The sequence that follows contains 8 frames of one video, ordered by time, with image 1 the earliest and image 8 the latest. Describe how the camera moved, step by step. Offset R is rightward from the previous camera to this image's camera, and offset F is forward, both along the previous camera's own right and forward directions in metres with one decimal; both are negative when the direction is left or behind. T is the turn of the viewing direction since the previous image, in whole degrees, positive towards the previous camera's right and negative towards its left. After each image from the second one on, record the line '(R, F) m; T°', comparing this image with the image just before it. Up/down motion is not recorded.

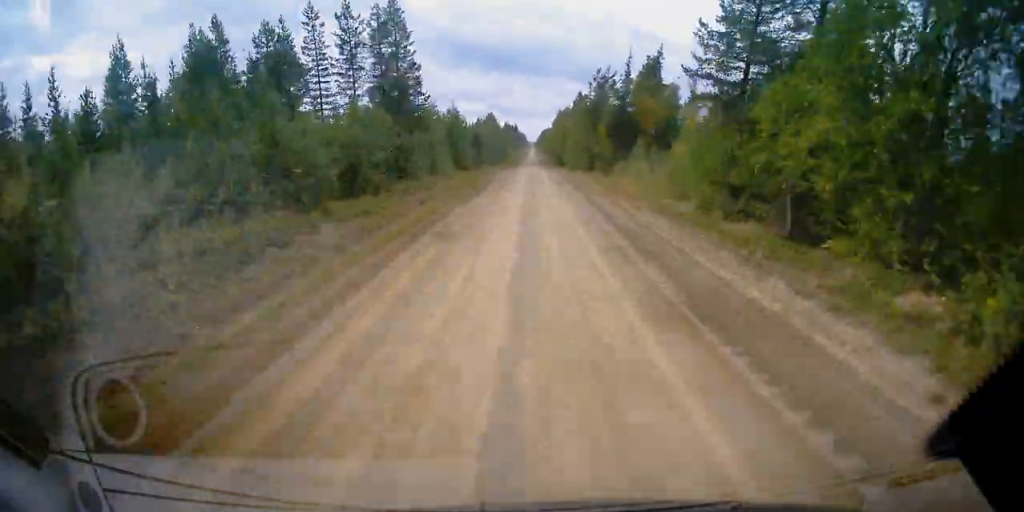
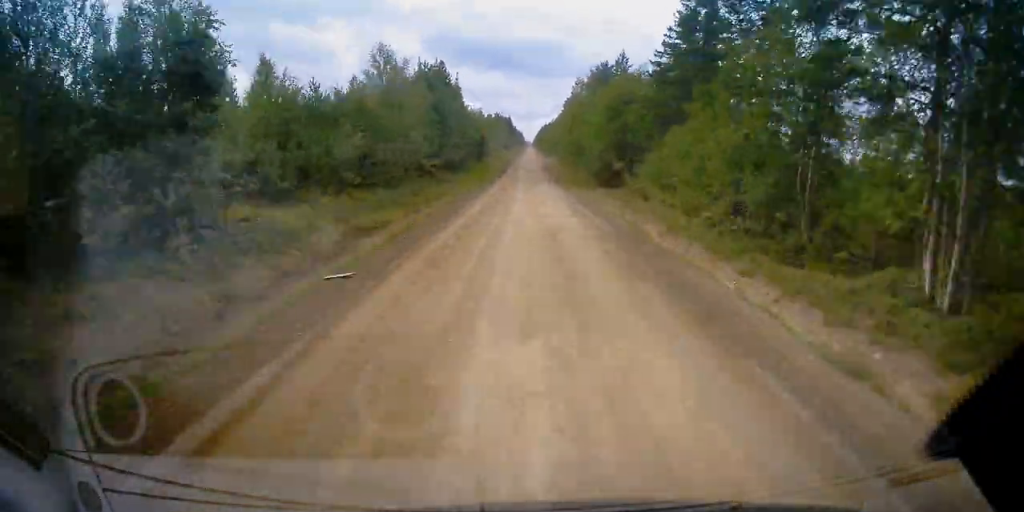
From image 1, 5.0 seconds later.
(+0.4, +71.1) m; 0°
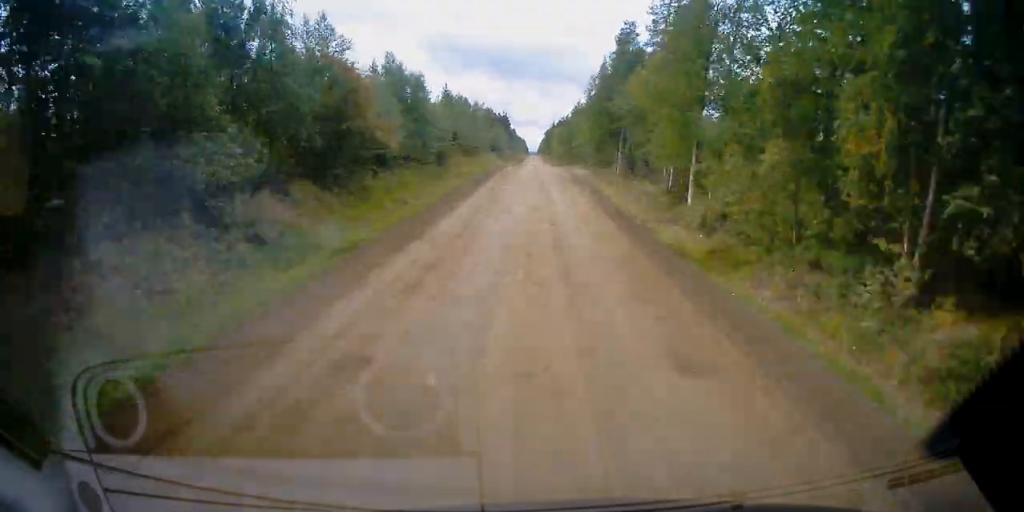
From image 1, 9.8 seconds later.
(-0.2, +69.4) m; +1°
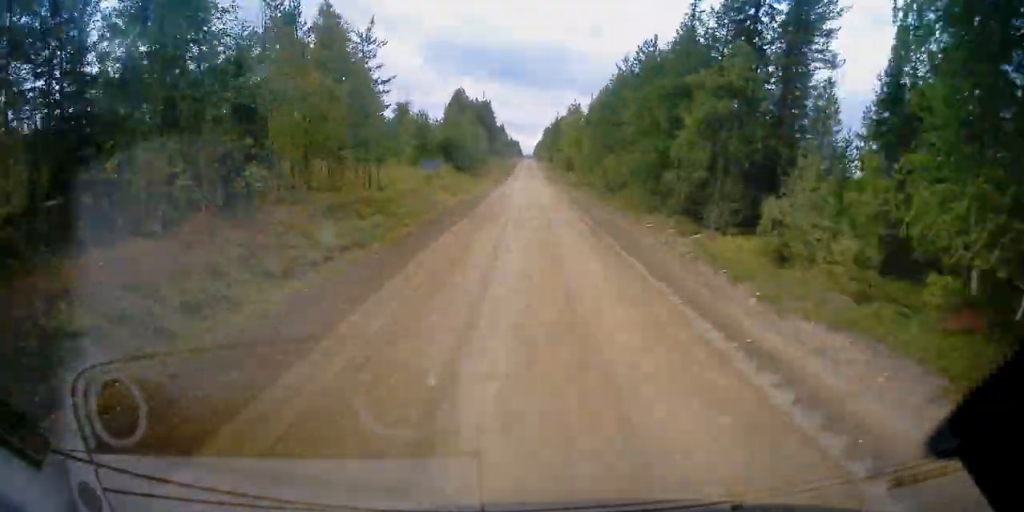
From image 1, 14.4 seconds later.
(+1.1, +69.1) m; +5°
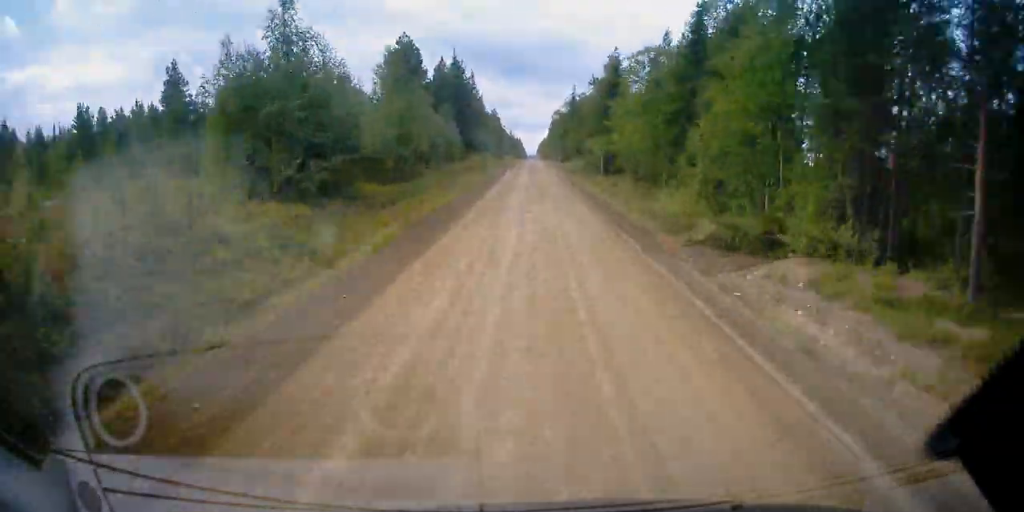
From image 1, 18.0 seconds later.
(+2.2, +54.2) m; +5°
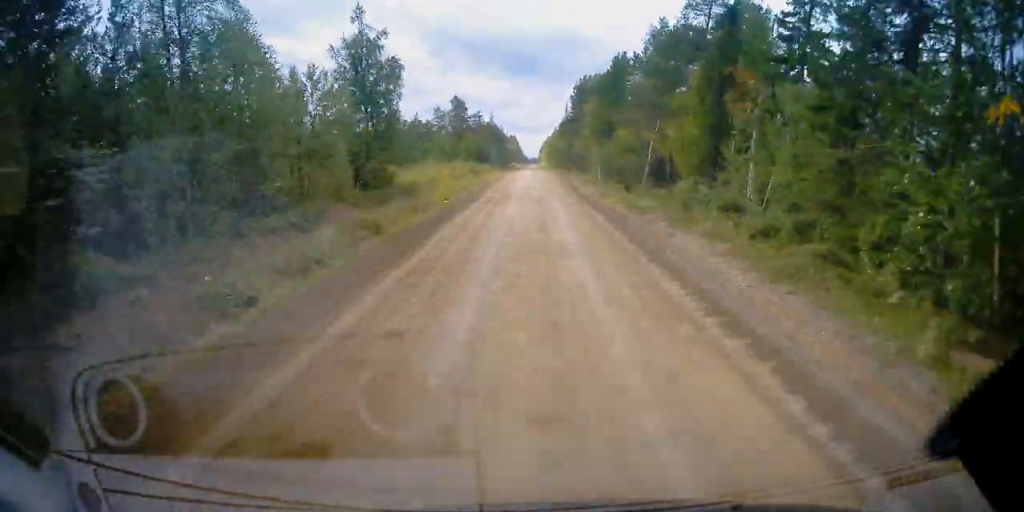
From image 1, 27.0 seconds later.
(-15.1, +124.2) m; -26°
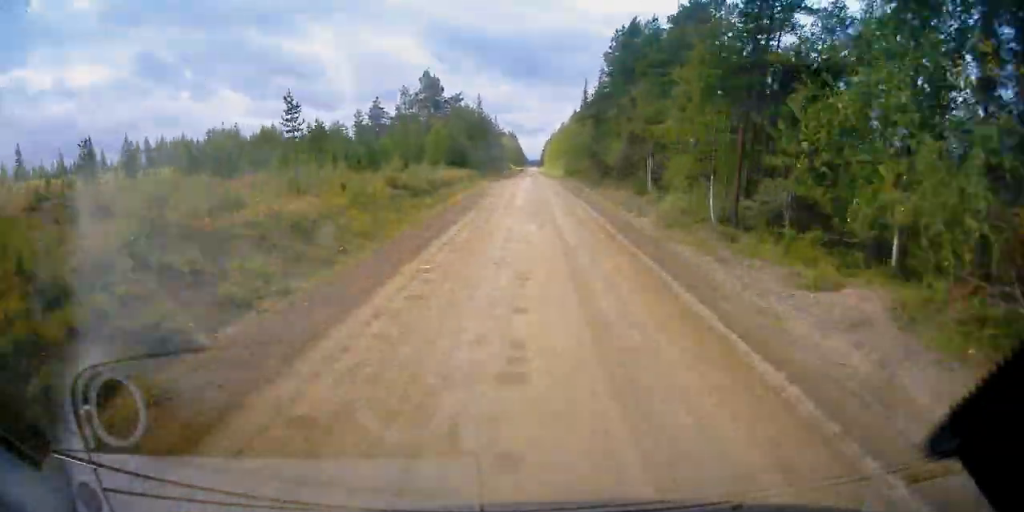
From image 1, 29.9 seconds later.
(-12.1, +34.3) m; +3°
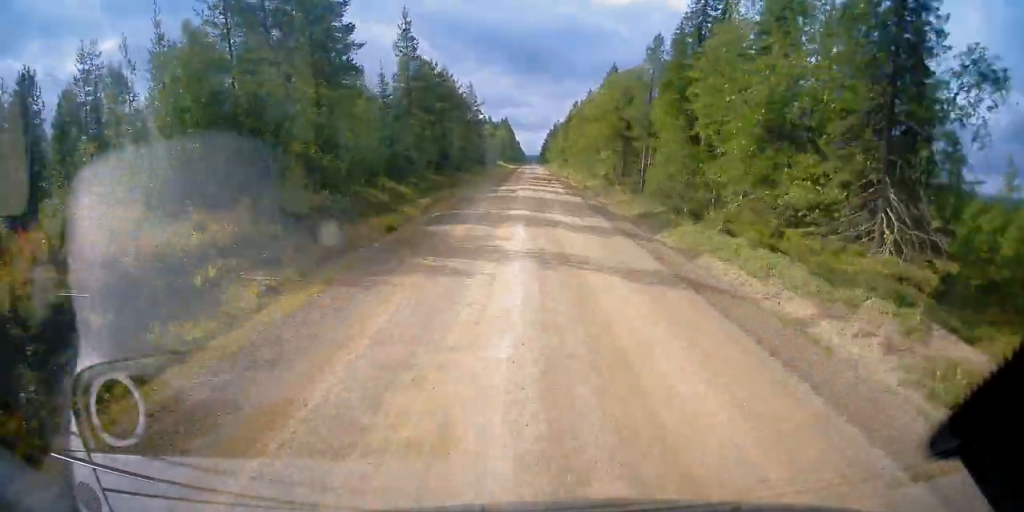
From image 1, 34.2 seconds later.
(+17.7, +50.6) m; +11°
